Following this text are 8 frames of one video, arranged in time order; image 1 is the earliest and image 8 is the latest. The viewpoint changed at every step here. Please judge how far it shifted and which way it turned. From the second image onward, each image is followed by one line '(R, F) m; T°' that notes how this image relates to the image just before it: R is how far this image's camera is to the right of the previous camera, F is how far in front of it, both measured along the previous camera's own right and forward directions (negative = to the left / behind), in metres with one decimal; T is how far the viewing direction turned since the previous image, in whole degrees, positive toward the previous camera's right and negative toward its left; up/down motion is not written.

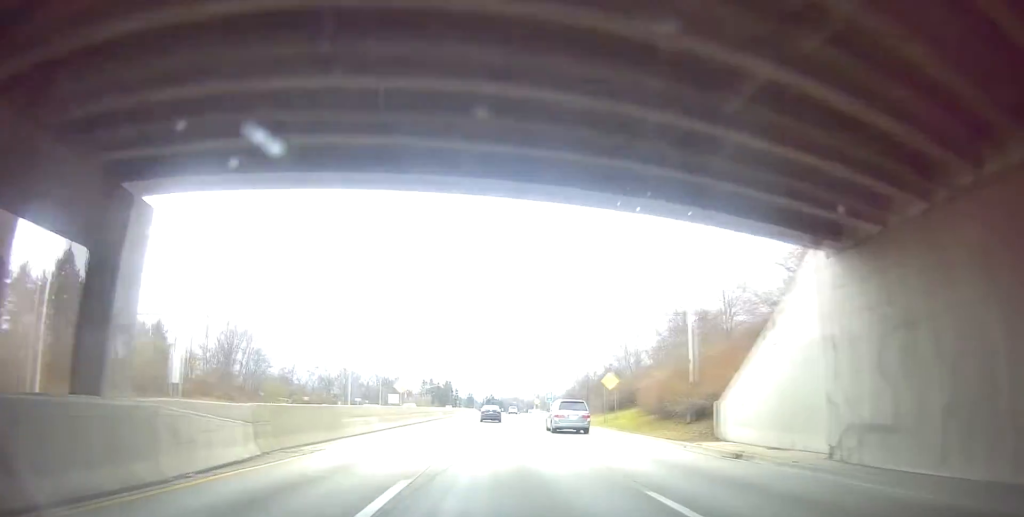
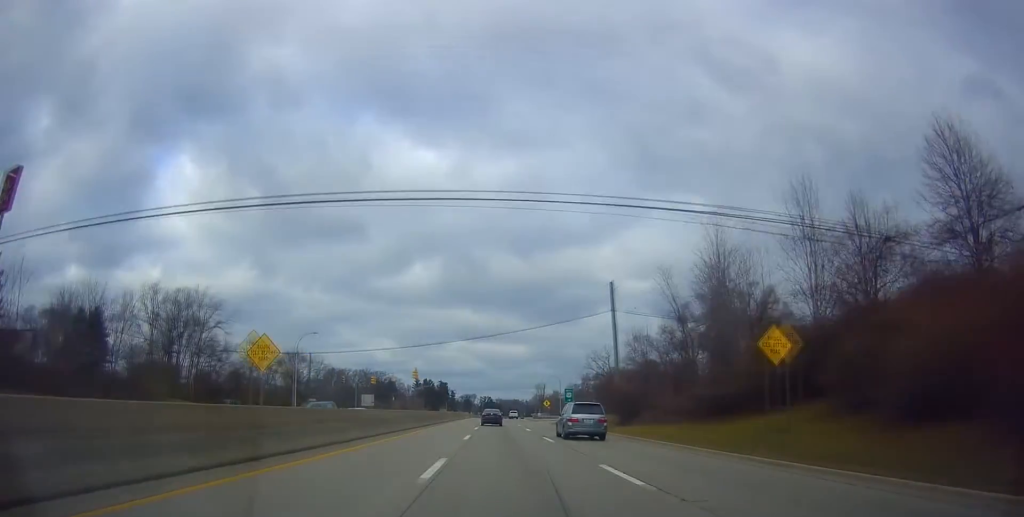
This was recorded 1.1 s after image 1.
(+0.5, +25.4) m; +1°
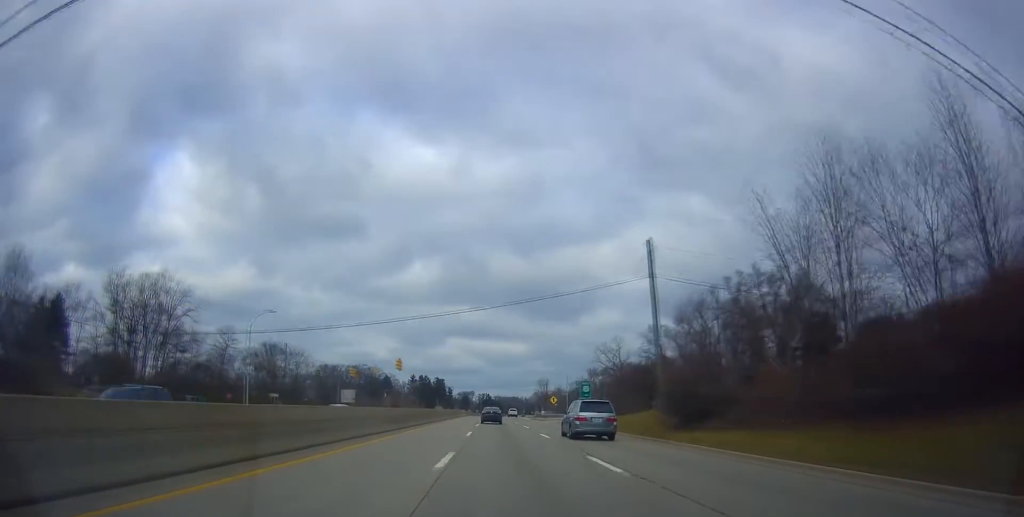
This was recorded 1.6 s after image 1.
(0.0, +13.6) m; 0°
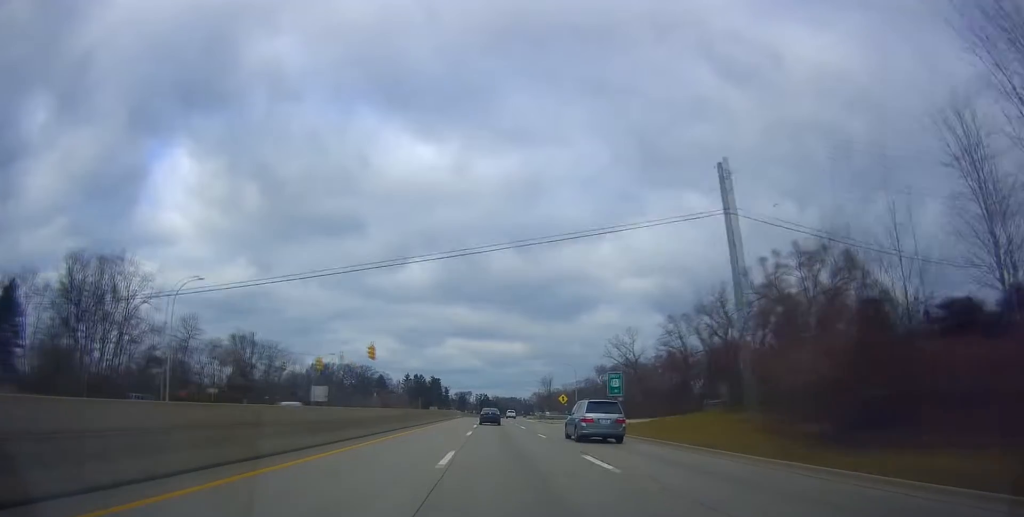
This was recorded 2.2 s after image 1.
(0.0, +14.4) m; 0°
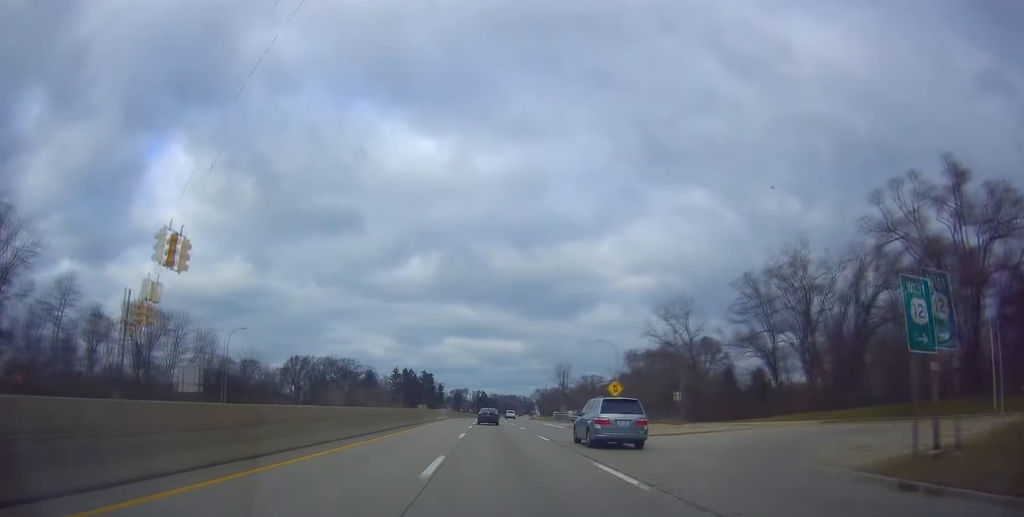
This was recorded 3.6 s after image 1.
(-0.3, +33.7) m; +1°
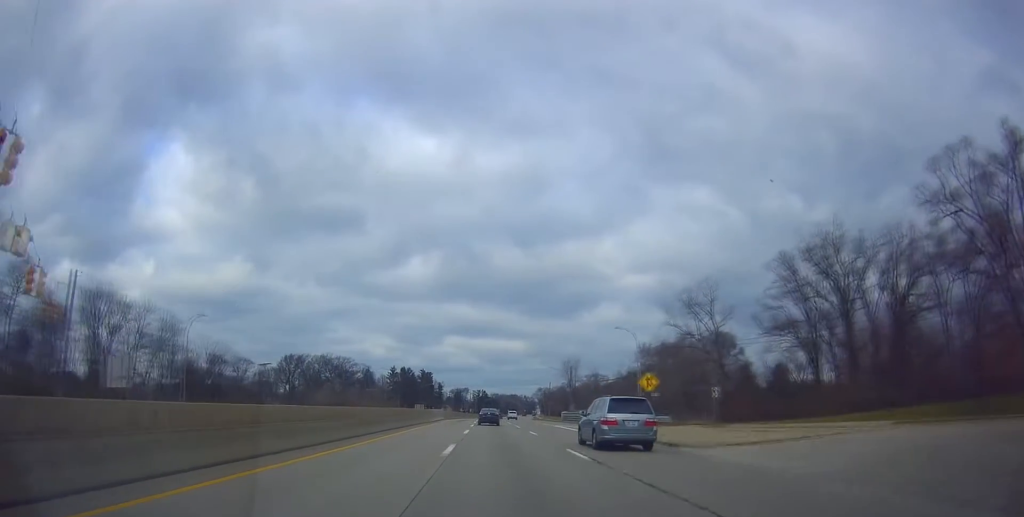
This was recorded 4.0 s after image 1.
(-0.1, +9.6) m; +1°
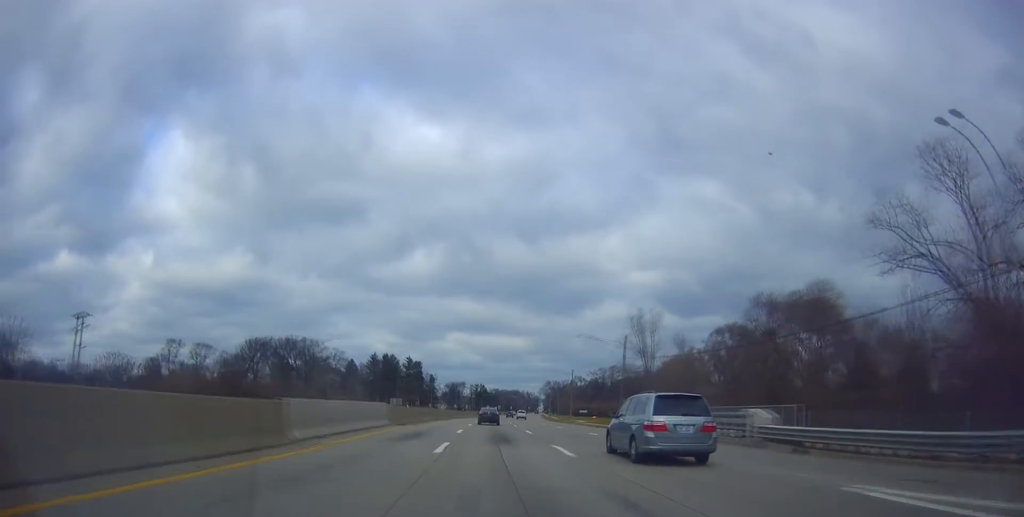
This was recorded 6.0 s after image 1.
(-0.3, +46.4) m; -2°
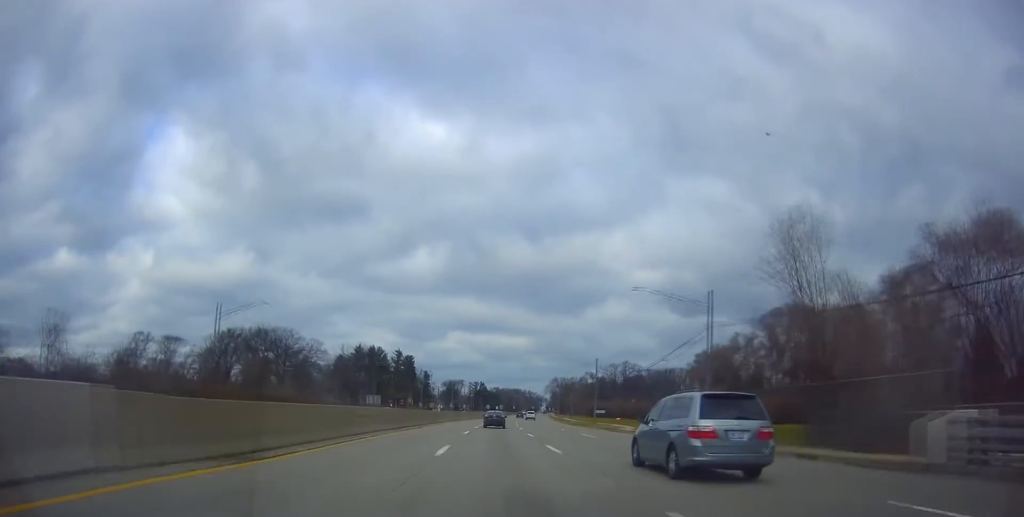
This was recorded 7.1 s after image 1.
(+0.7, +28.3) m; +2°
